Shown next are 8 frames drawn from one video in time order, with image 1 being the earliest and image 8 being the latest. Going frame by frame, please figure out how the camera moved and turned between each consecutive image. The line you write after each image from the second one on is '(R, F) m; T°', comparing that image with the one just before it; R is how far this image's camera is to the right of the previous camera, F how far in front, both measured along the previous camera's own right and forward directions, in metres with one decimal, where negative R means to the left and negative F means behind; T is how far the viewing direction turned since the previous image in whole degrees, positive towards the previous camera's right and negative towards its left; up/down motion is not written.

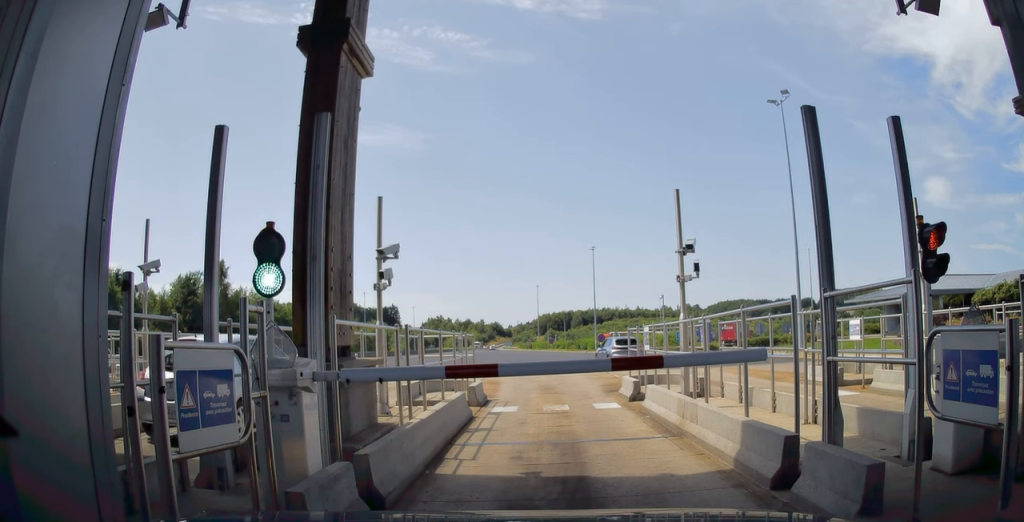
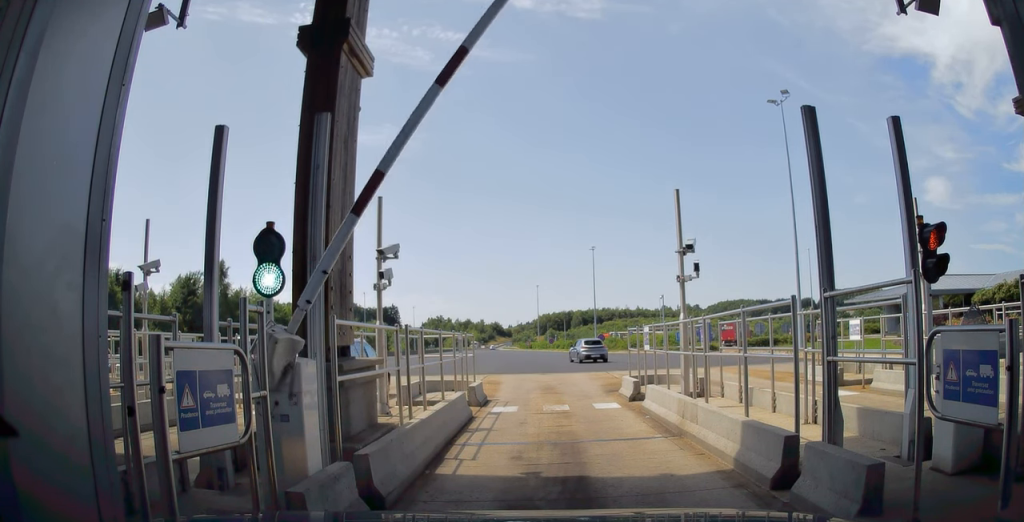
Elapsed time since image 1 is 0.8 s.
(0.0, 0.0) m; 0°
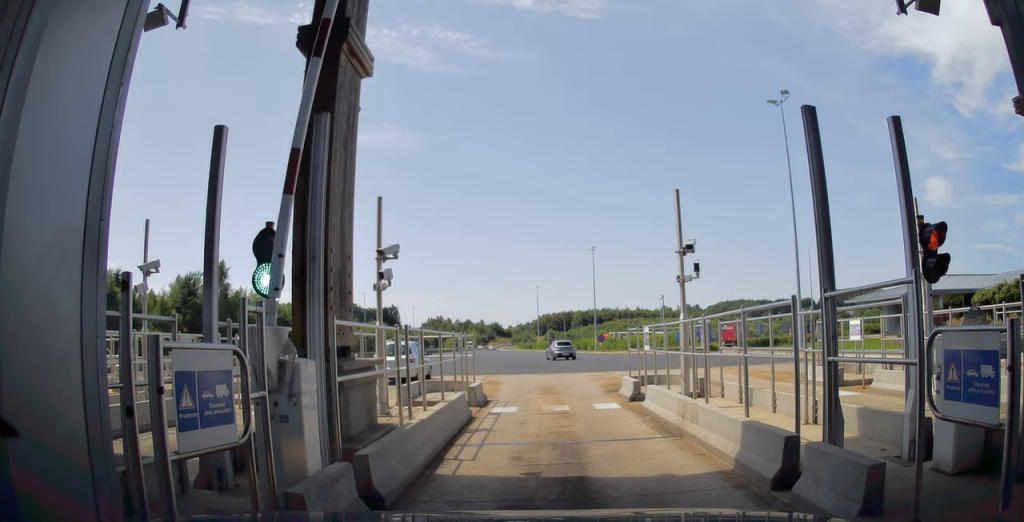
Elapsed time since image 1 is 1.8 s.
(0.0, 0.0) m; 0°
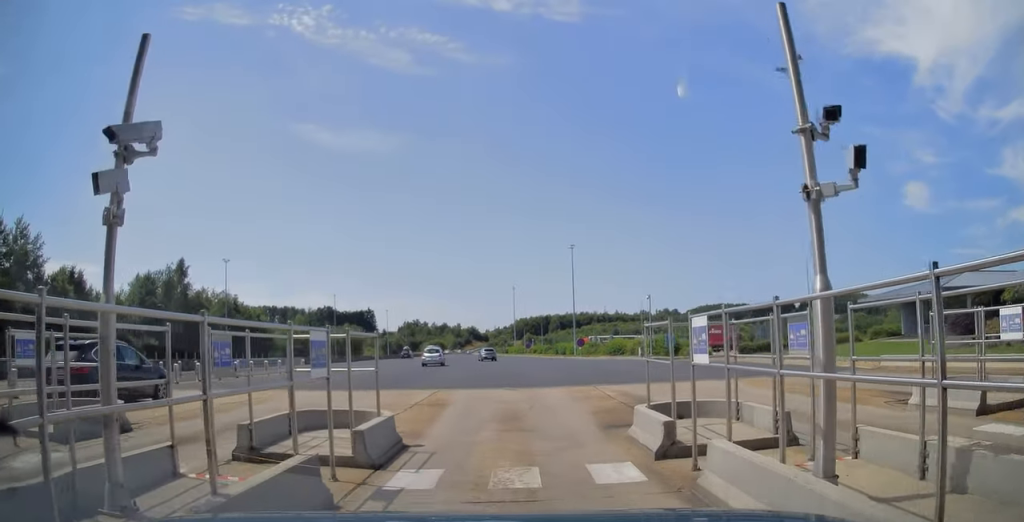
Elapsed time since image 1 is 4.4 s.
(+0.2, +0.7) m; +2°
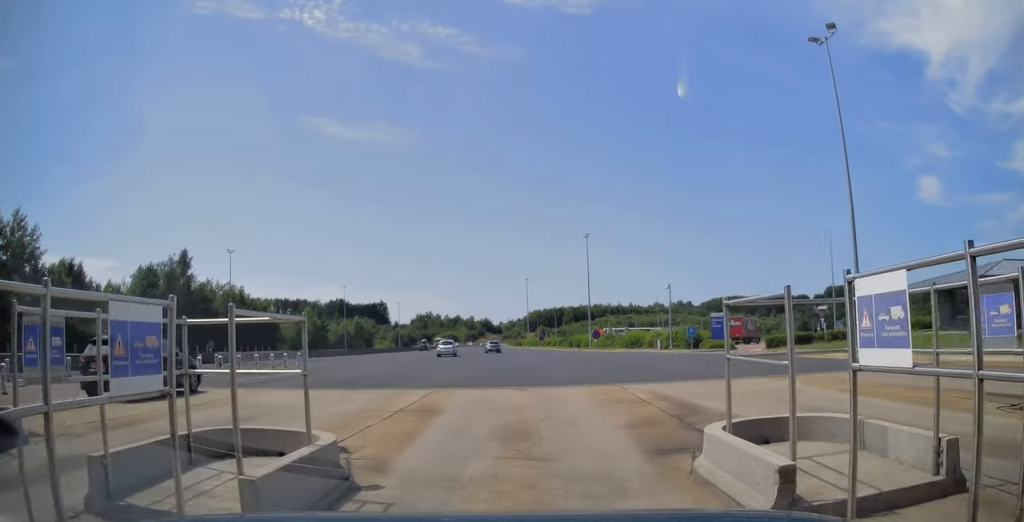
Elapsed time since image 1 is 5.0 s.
(+0.3, +1.0) m; +3°
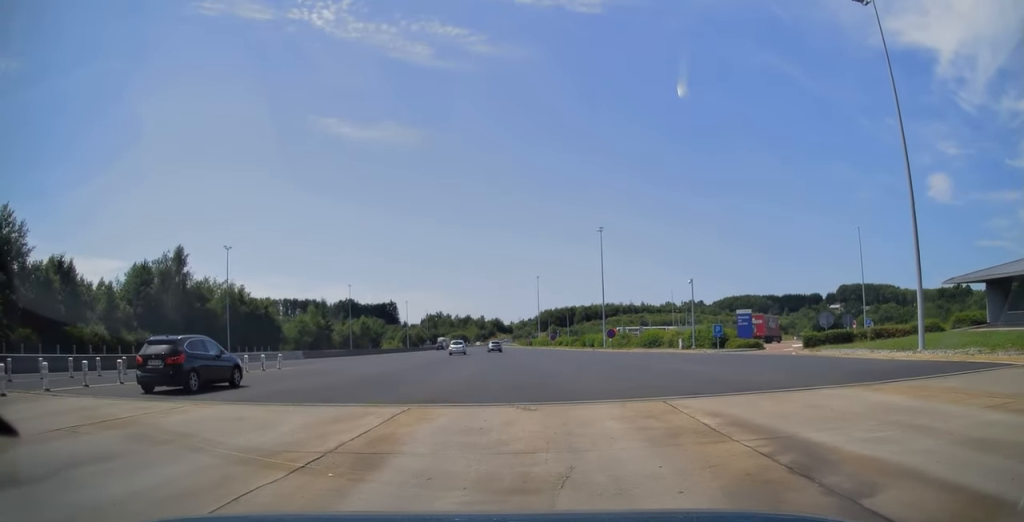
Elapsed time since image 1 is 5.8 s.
(-0.2, +4.0) m; -1°
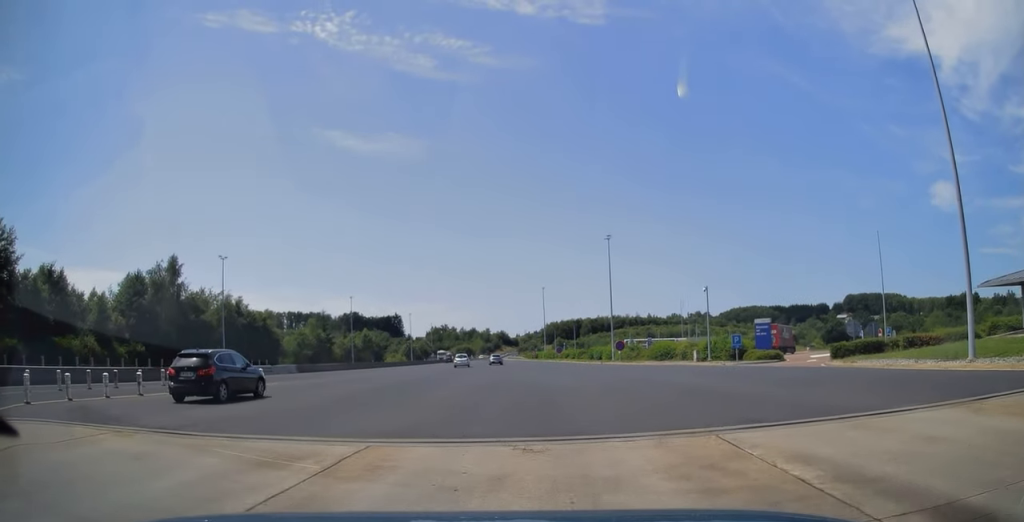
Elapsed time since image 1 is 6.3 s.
(0.0, +3.1) m; -1°
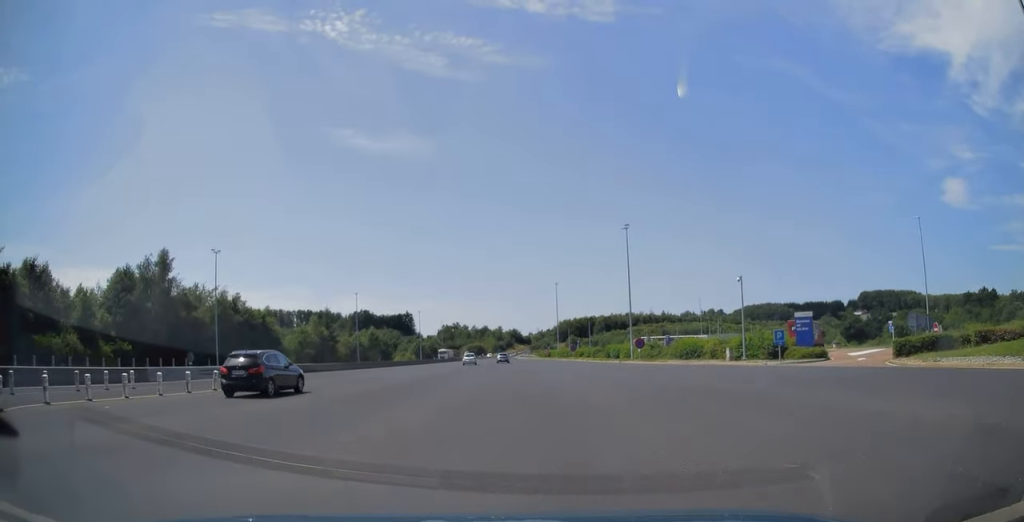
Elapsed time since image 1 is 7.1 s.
(+0.1, +5.8) m; -1°
